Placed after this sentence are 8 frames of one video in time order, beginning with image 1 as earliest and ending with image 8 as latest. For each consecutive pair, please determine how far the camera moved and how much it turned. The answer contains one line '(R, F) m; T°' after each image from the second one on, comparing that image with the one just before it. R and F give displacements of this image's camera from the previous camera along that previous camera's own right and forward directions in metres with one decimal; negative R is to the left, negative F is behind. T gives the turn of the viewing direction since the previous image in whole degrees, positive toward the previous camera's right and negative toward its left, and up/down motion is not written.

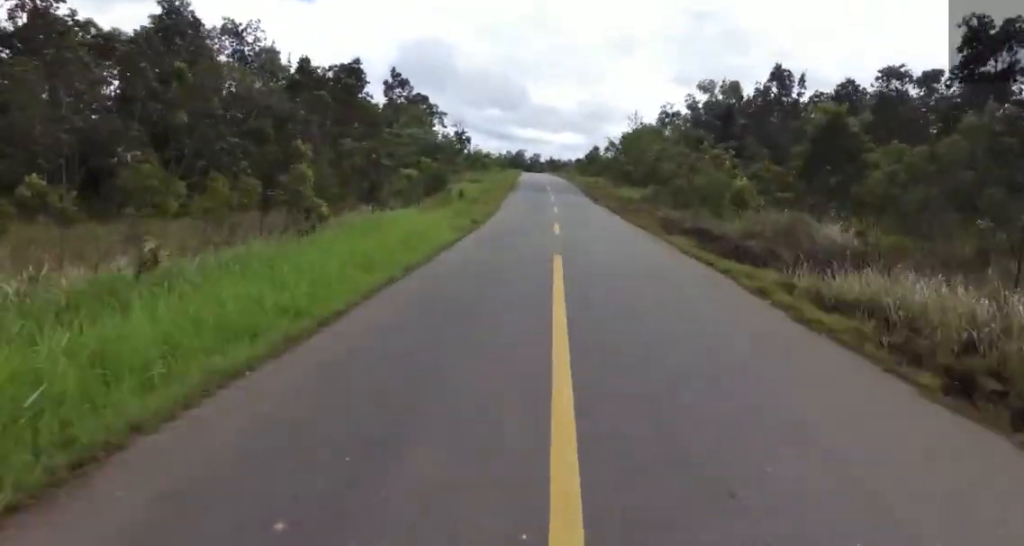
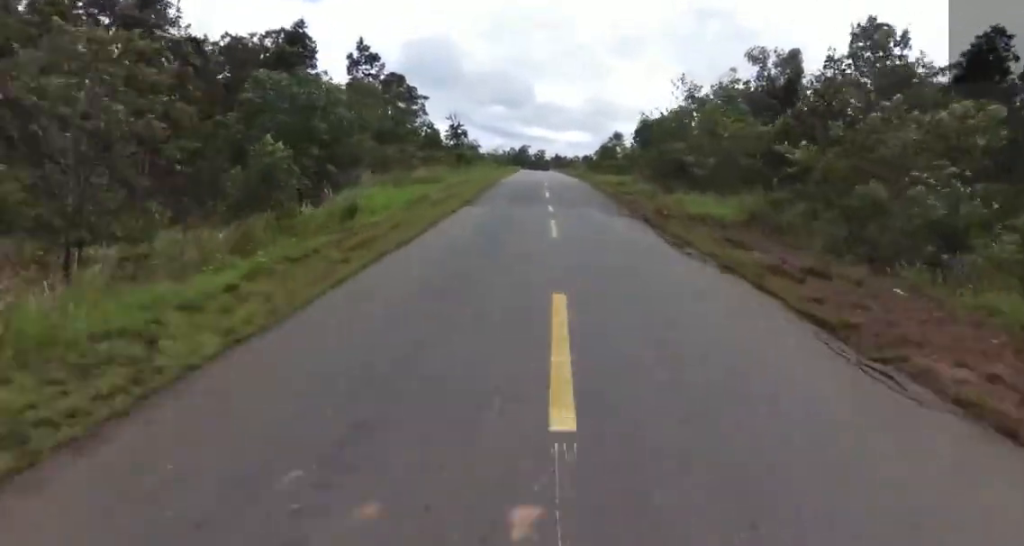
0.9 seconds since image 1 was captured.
(-0.1, +21.5) m; -2°
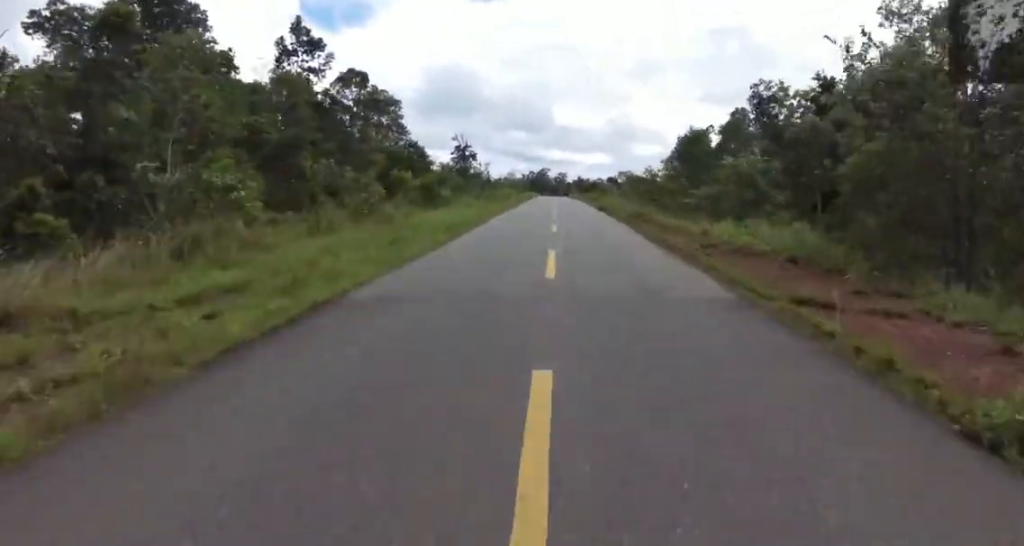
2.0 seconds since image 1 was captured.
(-1.2, +25.4) m; -3°
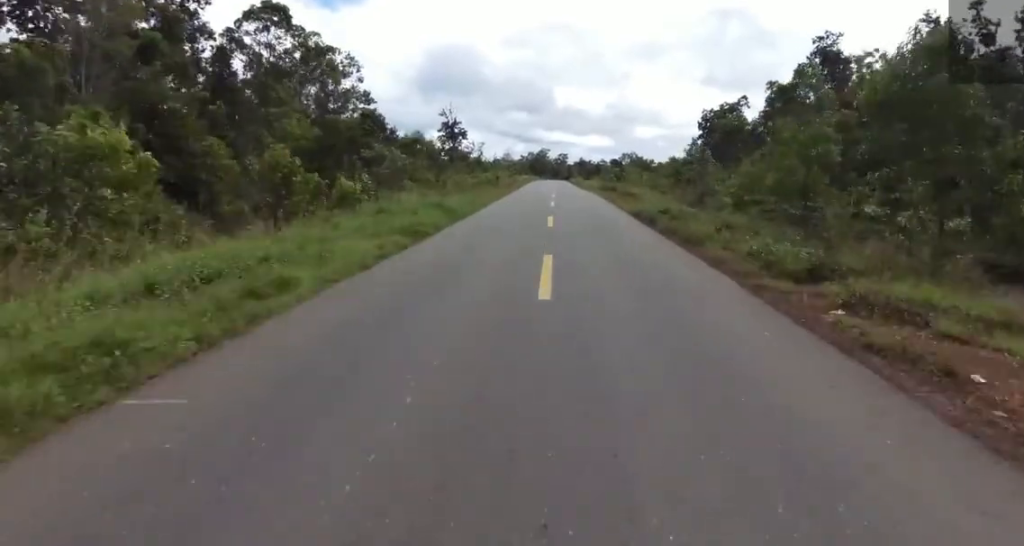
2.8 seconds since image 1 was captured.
(-0.4, +20.0) m; 0°
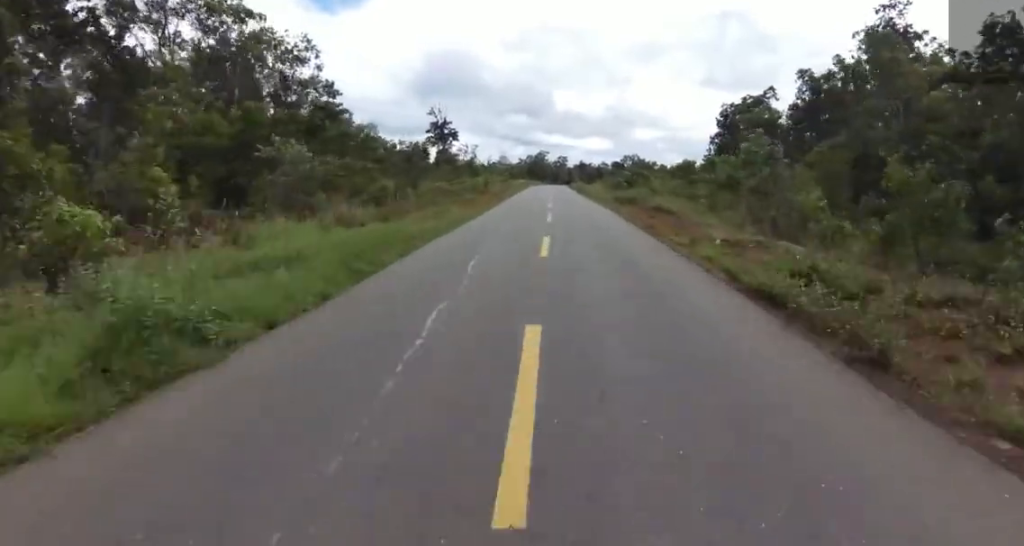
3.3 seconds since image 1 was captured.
(+0.3, +12.1) m; +1°
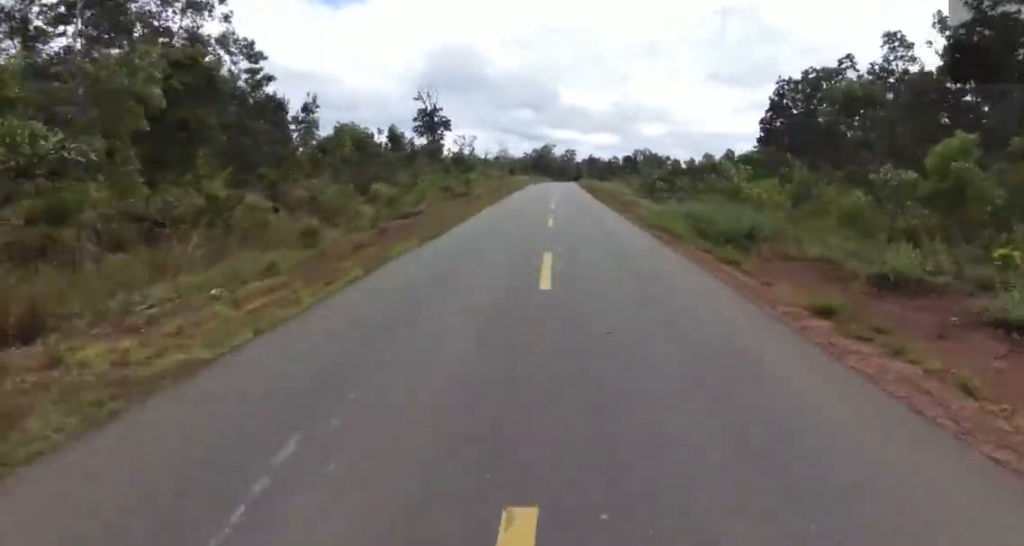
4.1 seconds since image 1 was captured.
(+0.3, +18.7) m; 0°
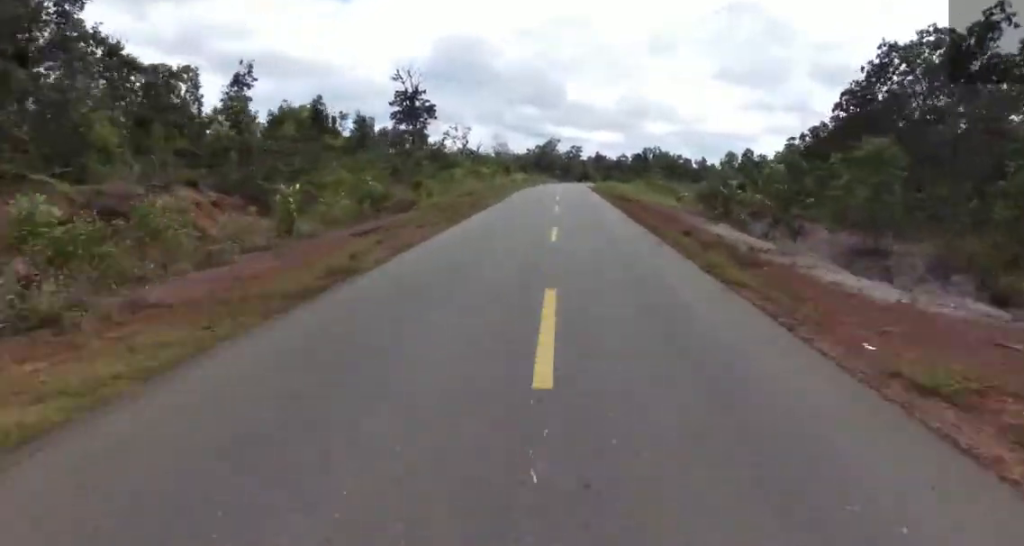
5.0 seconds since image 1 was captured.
(-0.2, +18.6) m; -1°
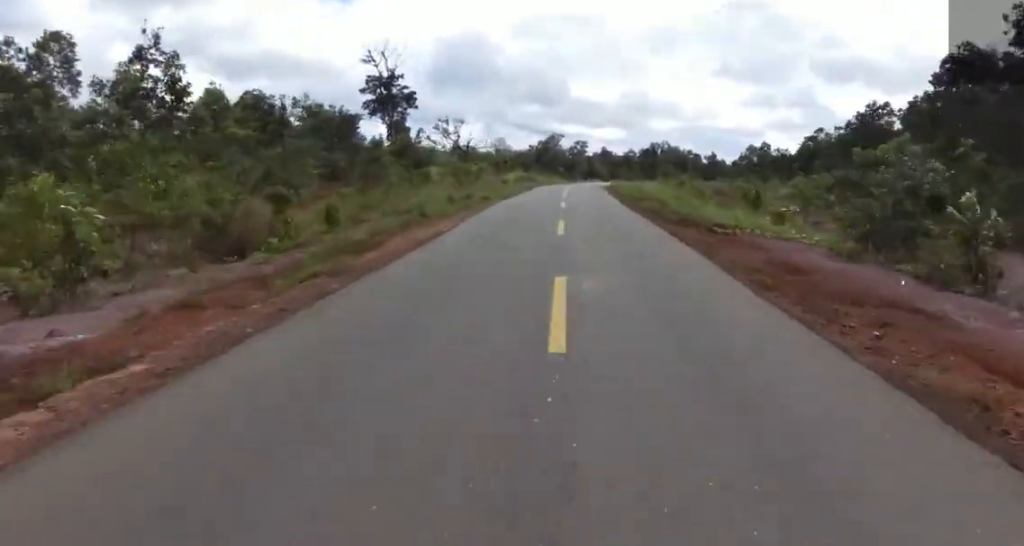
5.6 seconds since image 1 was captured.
(-0.4, +14.2) m; +1°
